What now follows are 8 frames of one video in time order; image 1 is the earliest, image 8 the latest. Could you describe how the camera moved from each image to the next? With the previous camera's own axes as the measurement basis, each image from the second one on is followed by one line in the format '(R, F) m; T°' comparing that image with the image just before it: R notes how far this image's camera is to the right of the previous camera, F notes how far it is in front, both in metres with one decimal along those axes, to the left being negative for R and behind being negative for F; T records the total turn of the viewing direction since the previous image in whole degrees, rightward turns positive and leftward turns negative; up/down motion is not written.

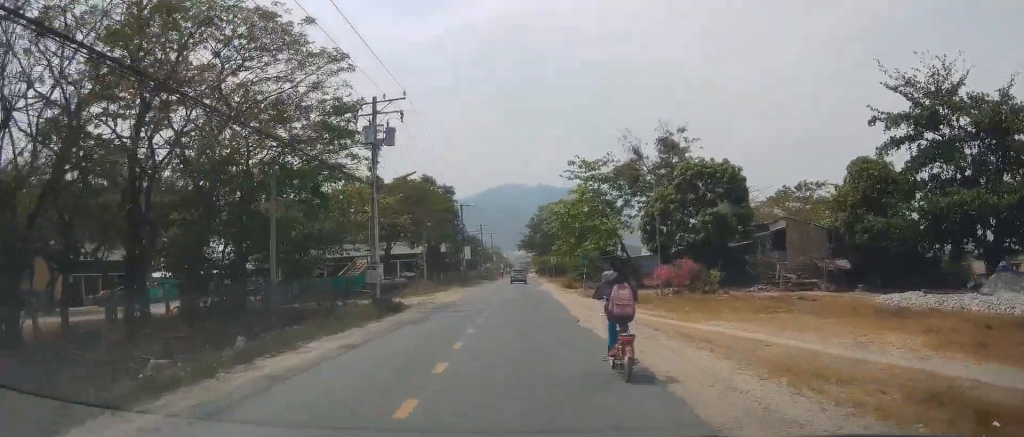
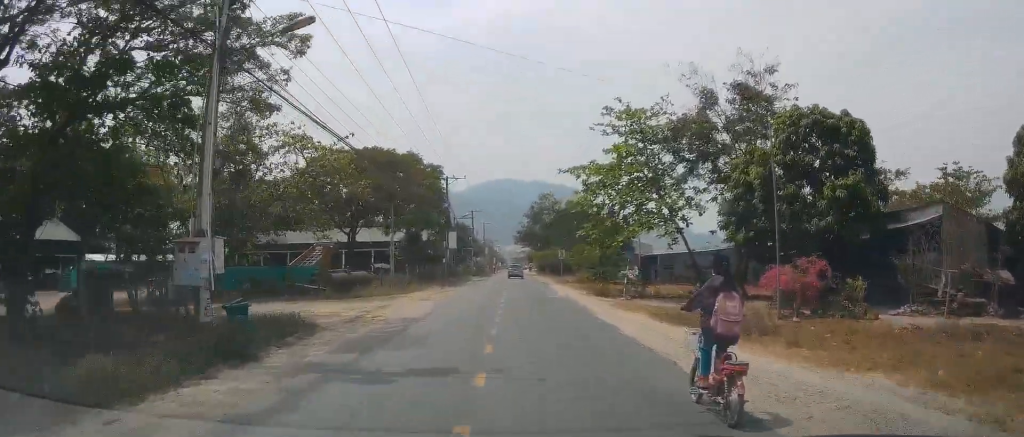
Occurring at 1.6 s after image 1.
(-0.2, +13.5) m; -1°
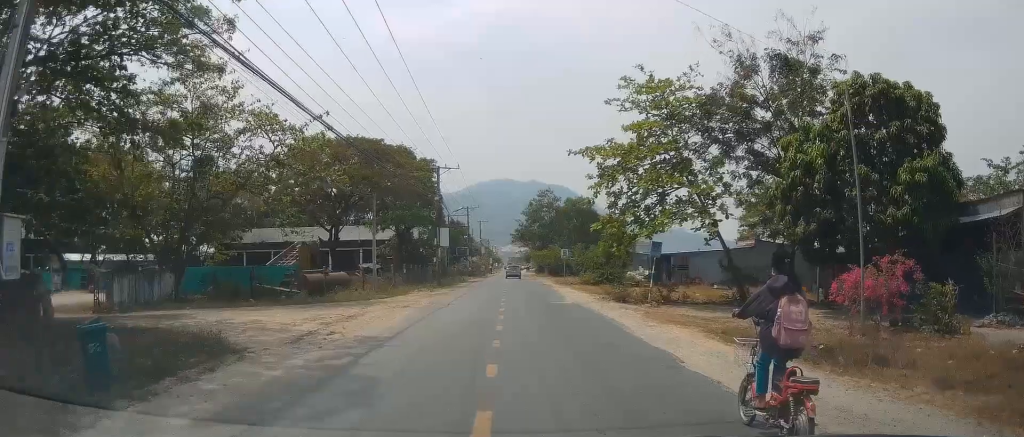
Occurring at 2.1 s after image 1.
(-0.1, +4.6) m; 0°
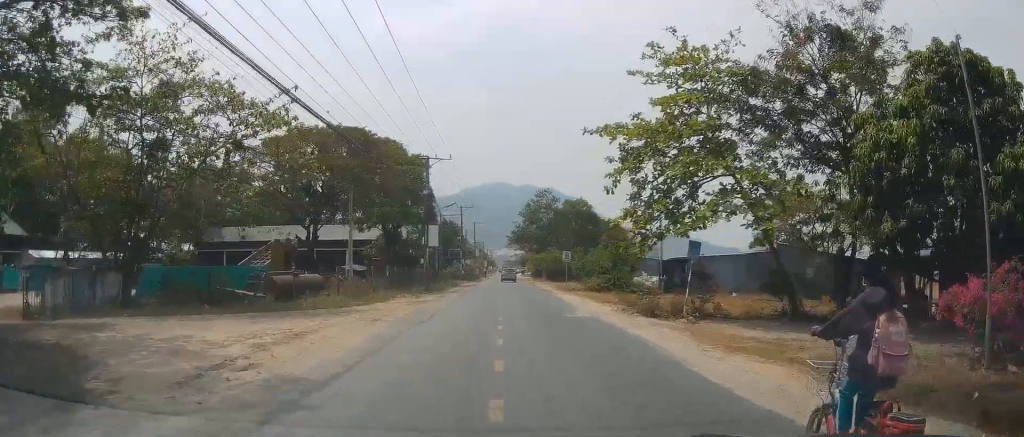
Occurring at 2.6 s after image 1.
(+0.1, +4.6) m; 0°
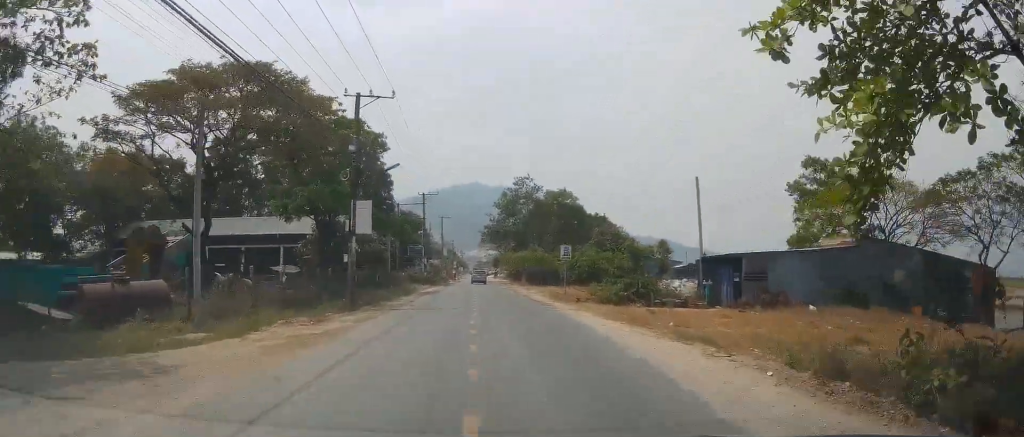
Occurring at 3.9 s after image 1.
(-0.1, +13.6) m; -2°
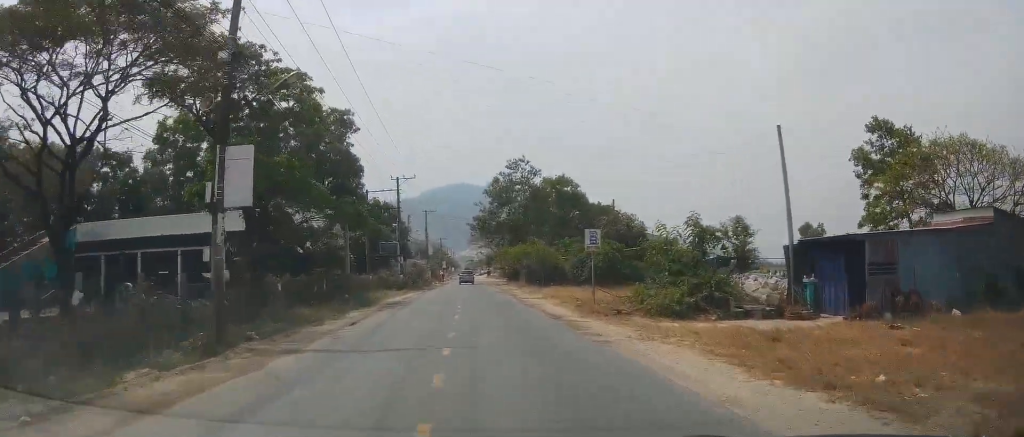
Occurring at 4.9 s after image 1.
(-0.1, +11.2) m; +1°
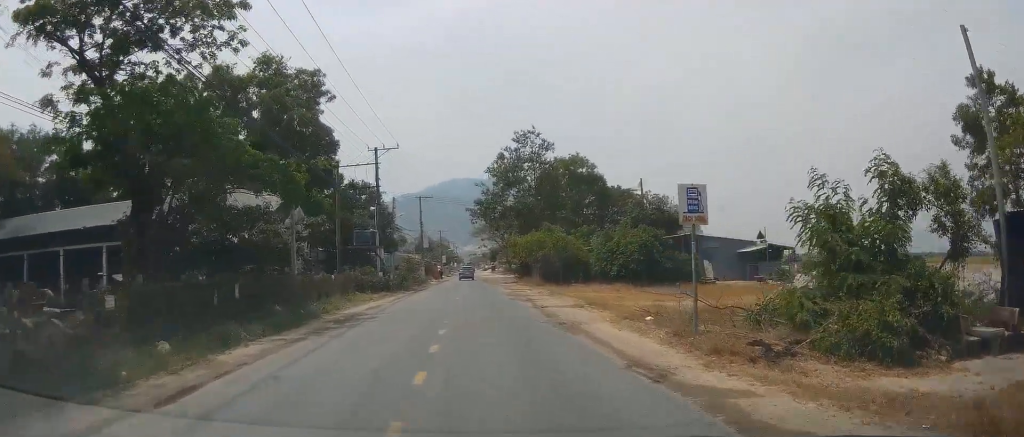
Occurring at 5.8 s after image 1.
(+0.1, +11.5) m; +1°
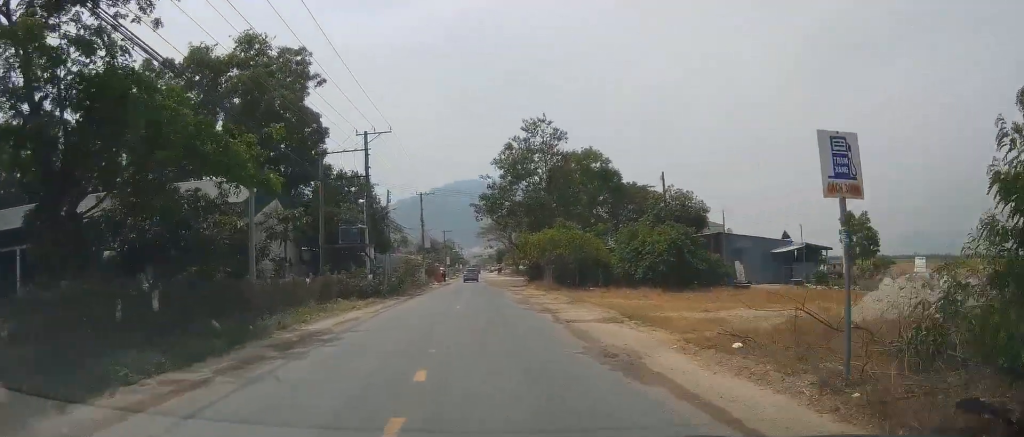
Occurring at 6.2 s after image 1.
(0.0, +5.1) m; 0°
